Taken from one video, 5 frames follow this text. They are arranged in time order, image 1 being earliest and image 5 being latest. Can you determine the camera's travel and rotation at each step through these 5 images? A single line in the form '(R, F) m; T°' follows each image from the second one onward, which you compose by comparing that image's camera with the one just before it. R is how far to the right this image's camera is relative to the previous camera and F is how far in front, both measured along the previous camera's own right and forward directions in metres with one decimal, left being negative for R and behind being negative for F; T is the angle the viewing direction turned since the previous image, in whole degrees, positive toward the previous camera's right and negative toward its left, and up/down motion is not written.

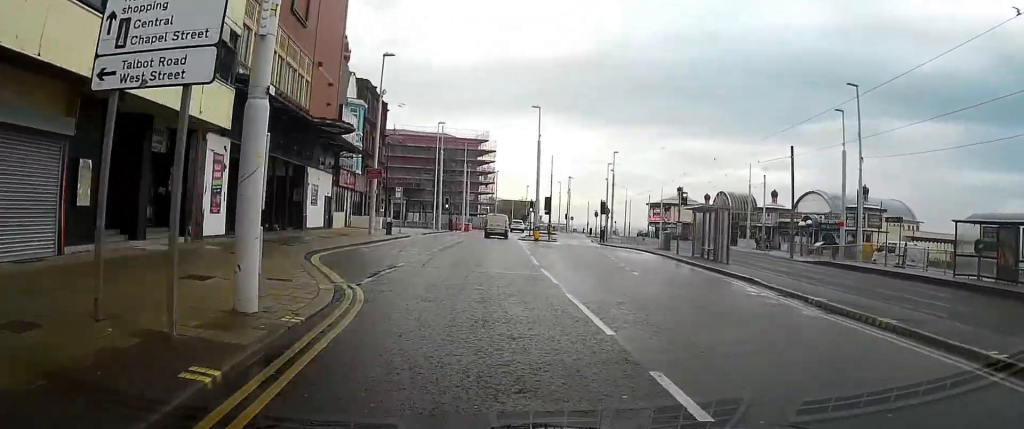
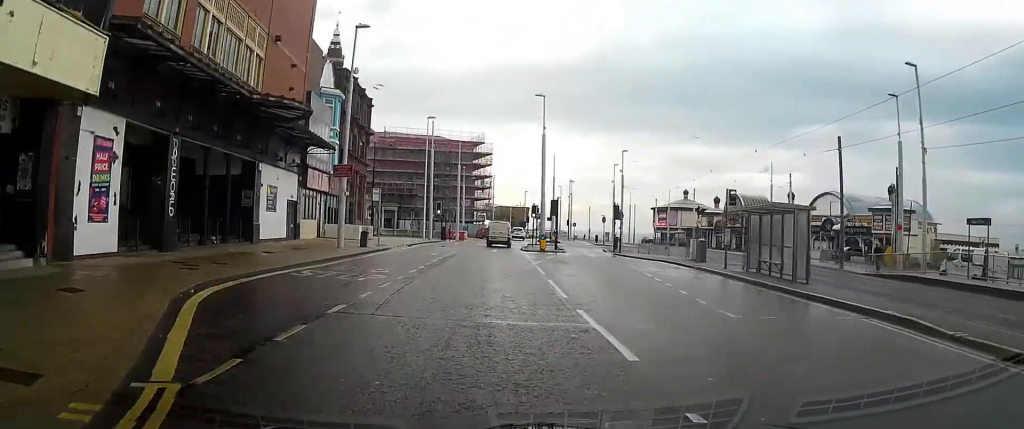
(+0.1, +7.1) m; 0°
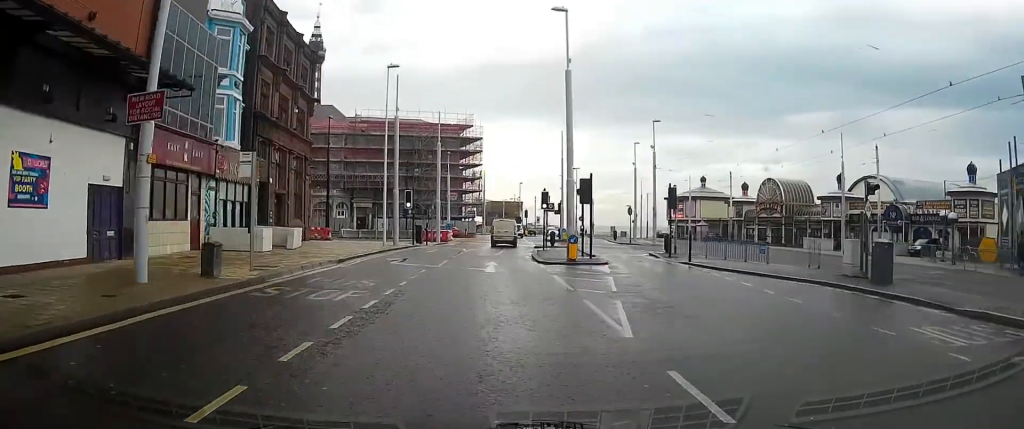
(-0.2, +17.1) m; 0°
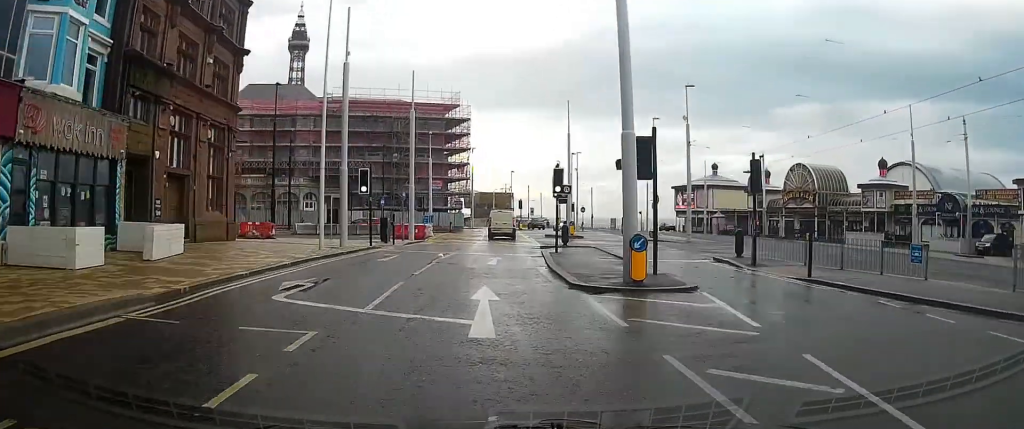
(0.0, +12.2) m; -1°
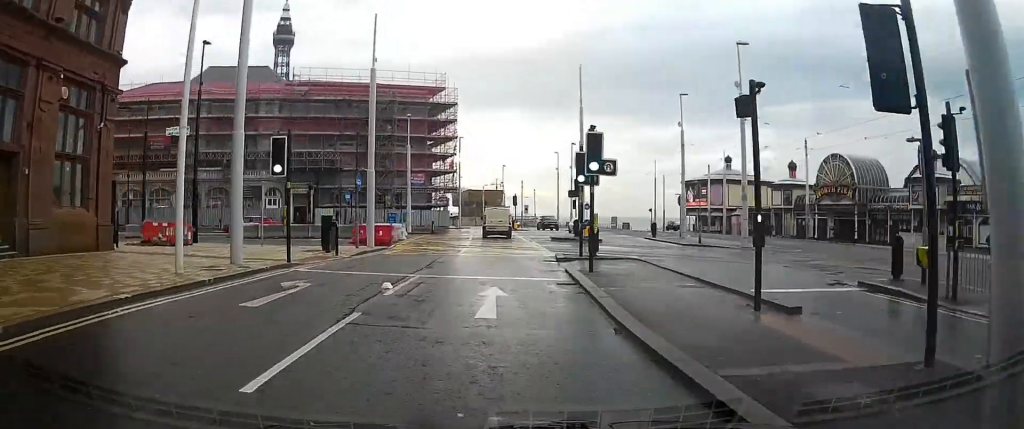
(-0.1, +11.3) m; +1°
